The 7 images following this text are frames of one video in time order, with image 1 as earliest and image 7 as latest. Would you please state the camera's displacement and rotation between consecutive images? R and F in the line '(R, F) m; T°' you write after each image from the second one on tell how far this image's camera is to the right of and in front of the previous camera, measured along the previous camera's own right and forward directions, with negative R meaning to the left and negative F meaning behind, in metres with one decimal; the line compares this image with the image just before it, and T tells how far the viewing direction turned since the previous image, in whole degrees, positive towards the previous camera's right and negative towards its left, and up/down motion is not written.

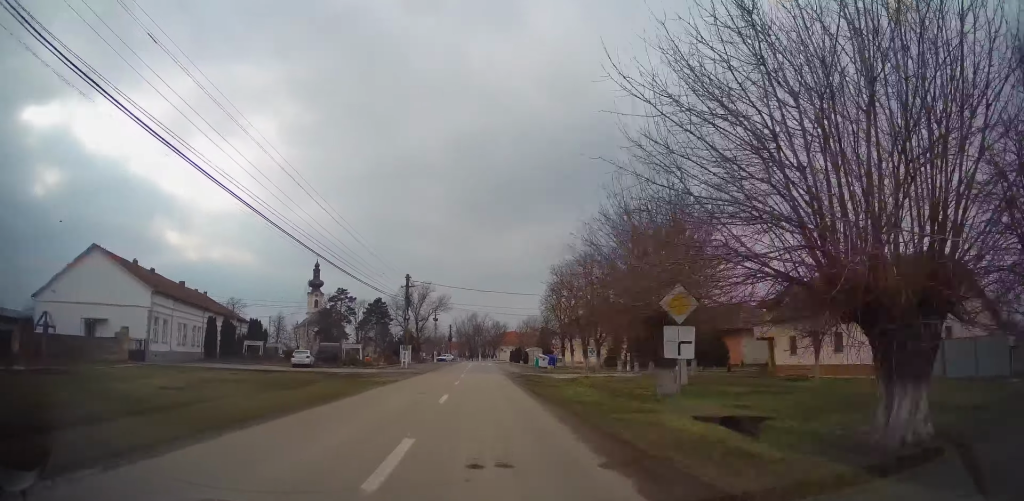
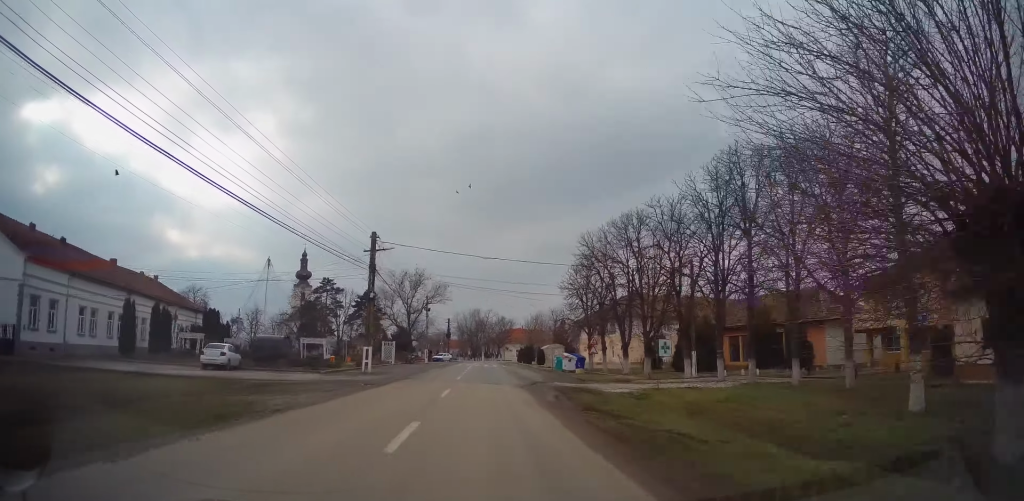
(0.0, +16.5) m; 0°
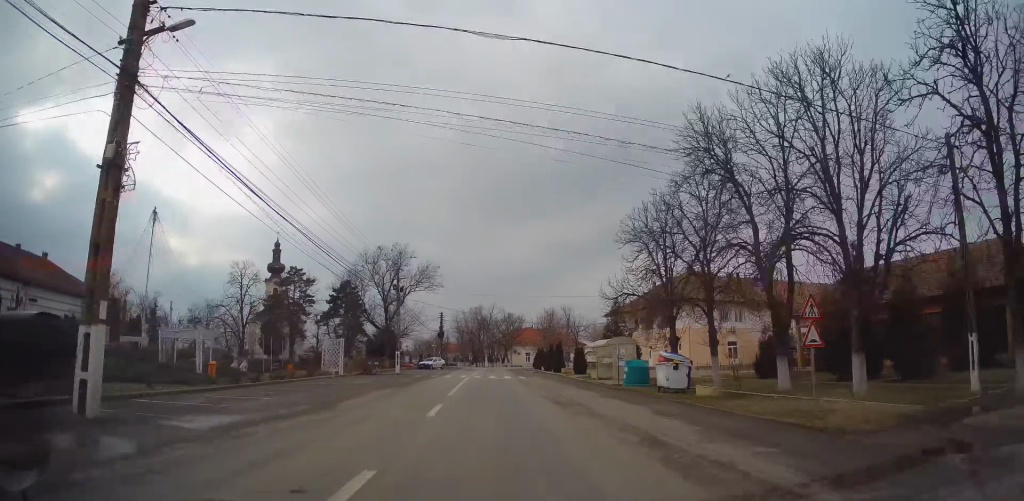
(0.0, +24.0) m; 0°
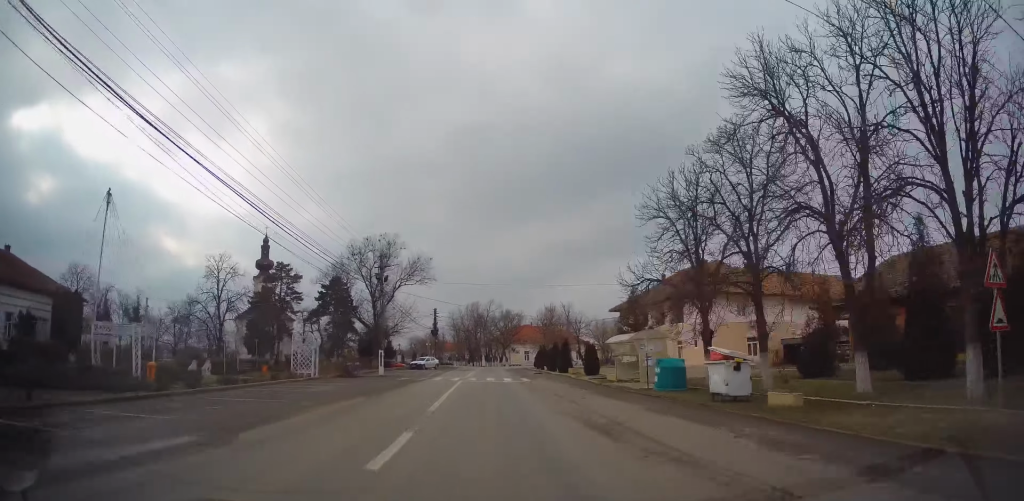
(0.0, +5.2) m; 0°
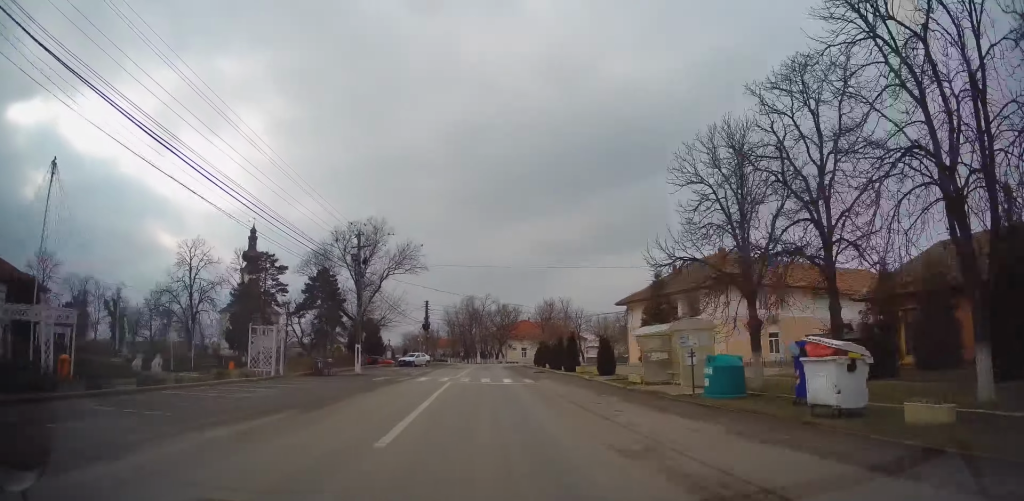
(0.0, +5.2) m; 0°
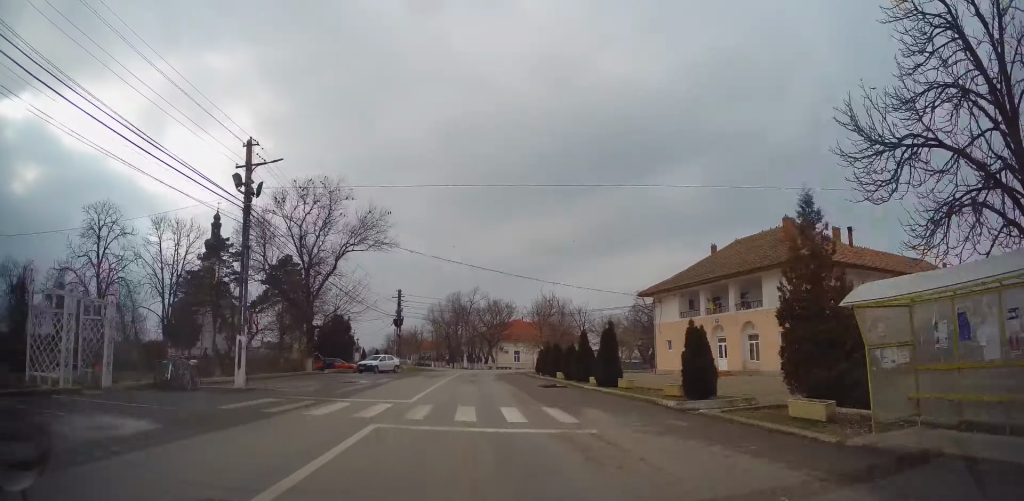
(+0.1, +13.5) m; 0°
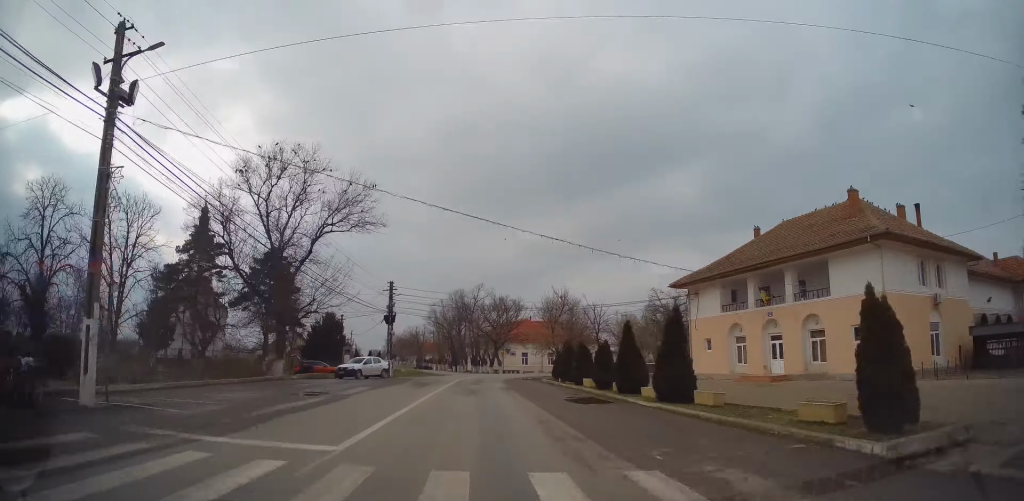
(0.0, +7.5) m; 0°
